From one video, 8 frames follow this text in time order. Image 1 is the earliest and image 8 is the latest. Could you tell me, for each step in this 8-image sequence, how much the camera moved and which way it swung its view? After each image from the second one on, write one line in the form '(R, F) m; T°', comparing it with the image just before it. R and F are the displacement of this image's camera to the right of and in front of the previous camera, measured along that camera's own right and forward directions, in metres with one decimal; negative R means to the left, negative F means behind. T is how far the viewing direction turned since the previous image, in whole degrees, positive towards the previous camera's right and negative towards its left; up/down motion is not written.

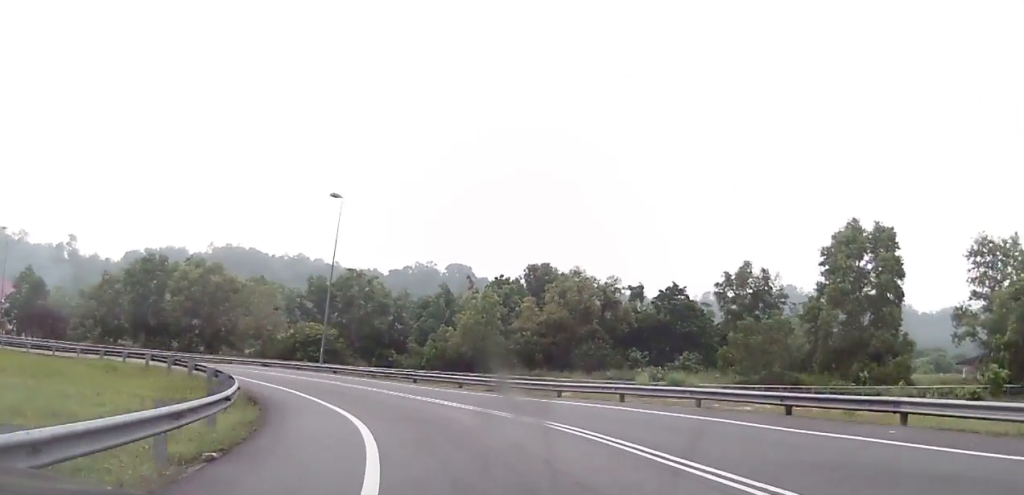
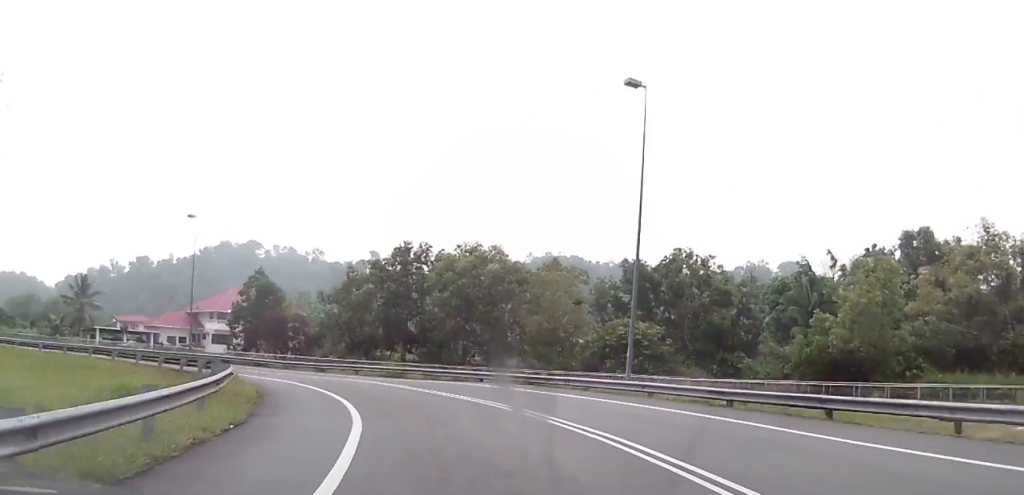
(-4.2, +19.3) m; -26°
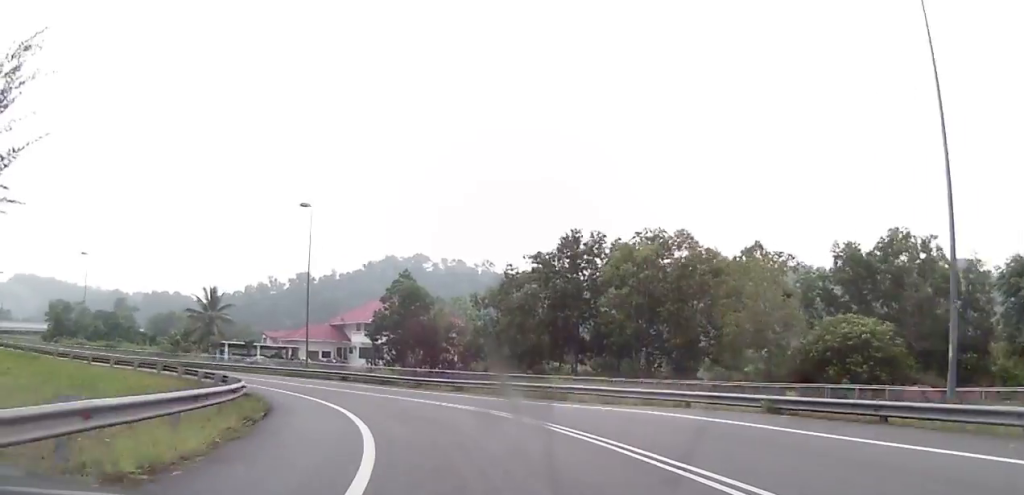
(-1.5, +11.3) m; -14°
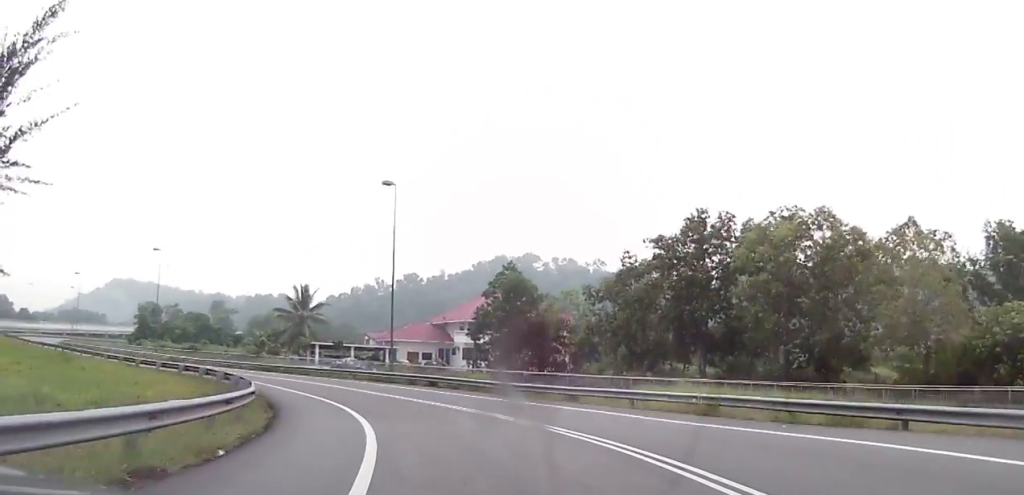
(-0.3, +7.2) m; -8°
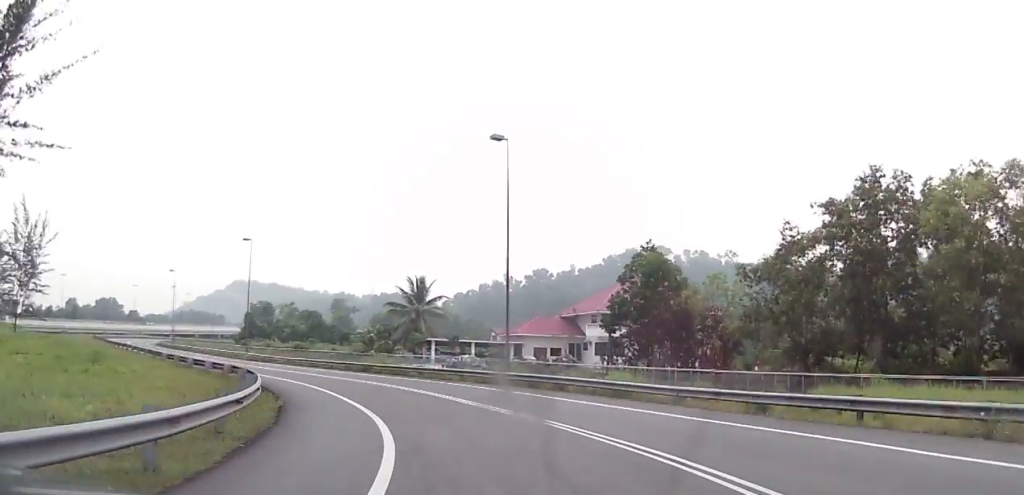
(-0.7, +9.0) m; -12°
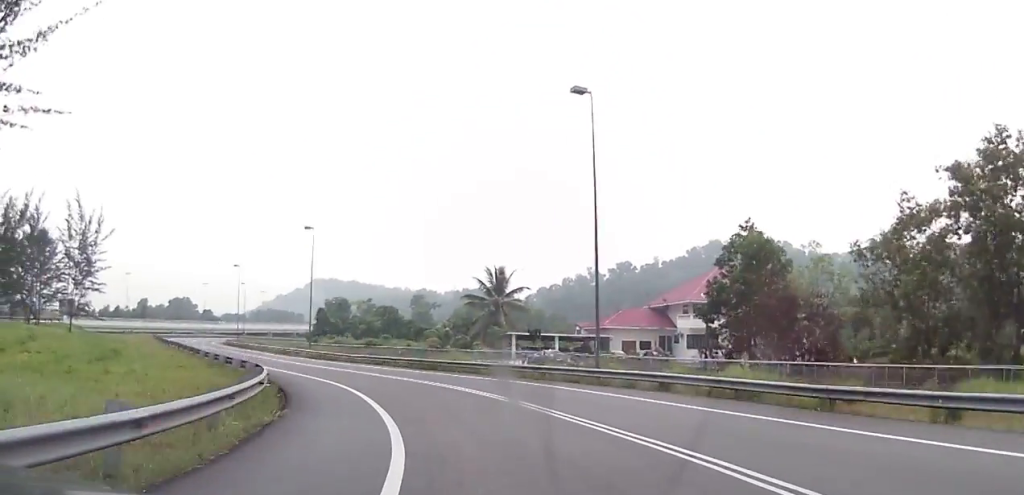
(-0.5, +5.8) m; -7°
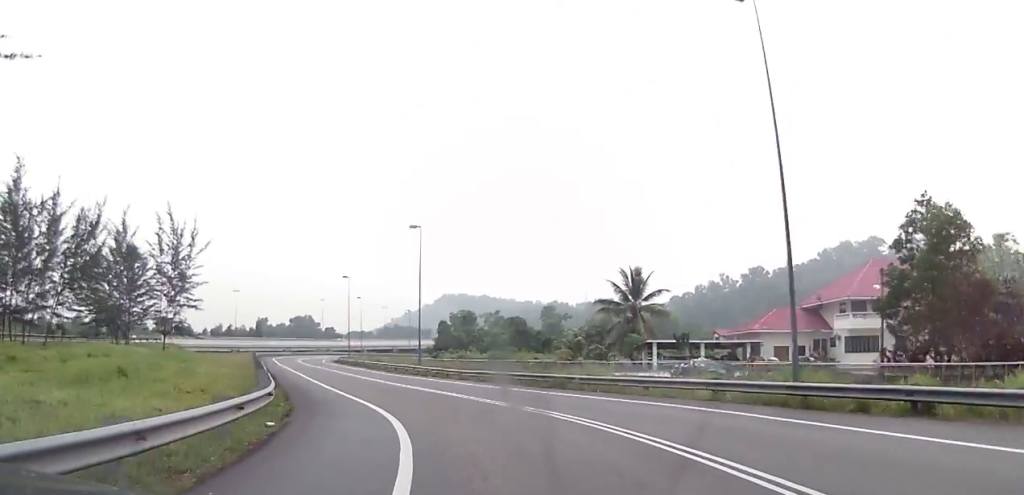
(-0.8, +9.3) m; -11°
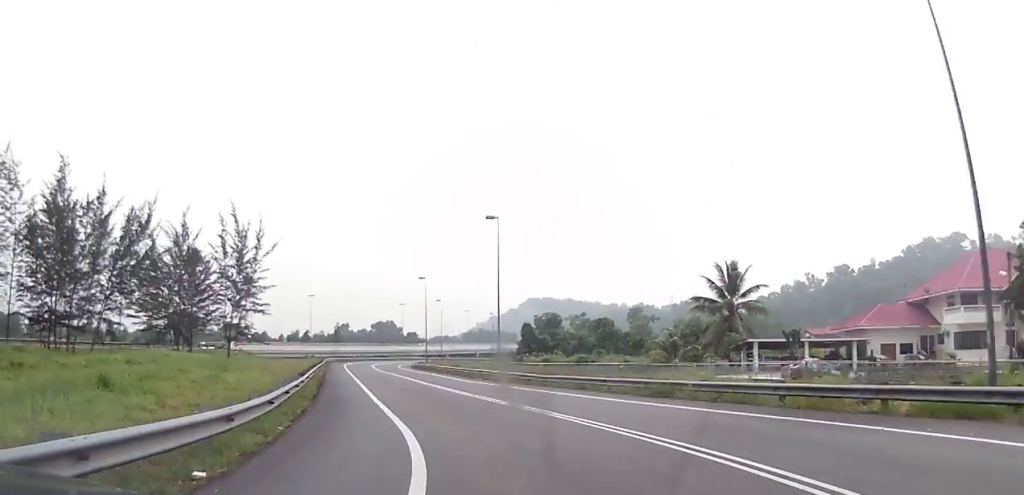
(-0.5, +6.0) m; -6°
